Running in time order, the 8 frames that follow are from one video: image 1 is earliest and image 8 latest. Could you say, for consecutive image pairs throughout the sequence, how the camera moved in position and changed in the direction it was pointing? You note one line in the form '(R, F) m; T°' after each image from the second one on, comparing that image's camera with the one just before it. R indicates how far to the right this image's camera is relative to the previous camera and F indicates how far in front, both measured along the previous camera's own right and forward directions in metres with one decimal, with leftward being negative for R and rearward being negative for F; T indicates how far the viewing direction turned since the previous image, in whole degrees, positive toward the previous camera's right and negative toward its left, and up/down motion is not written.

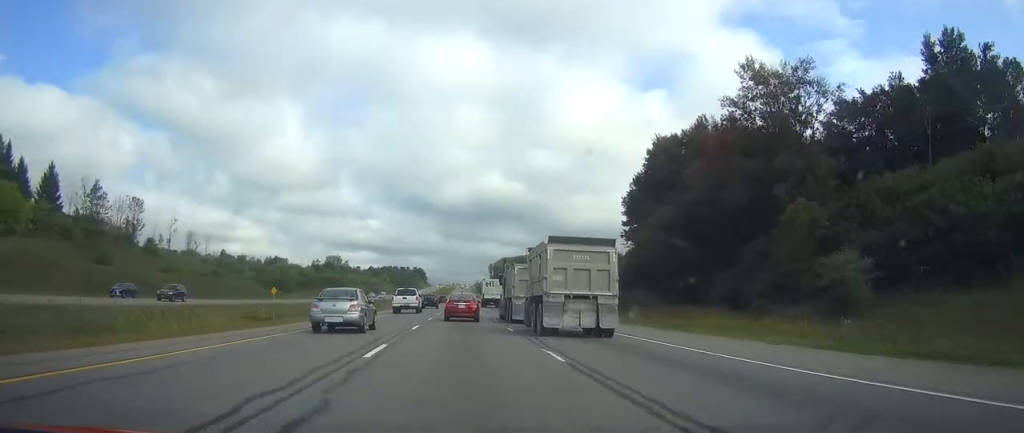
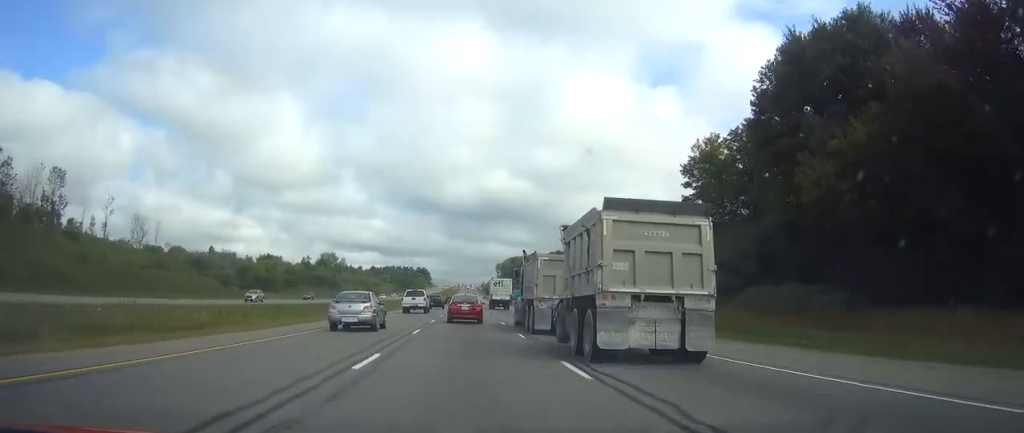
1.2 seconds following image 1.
(-0.3, +38.9) m; 0°
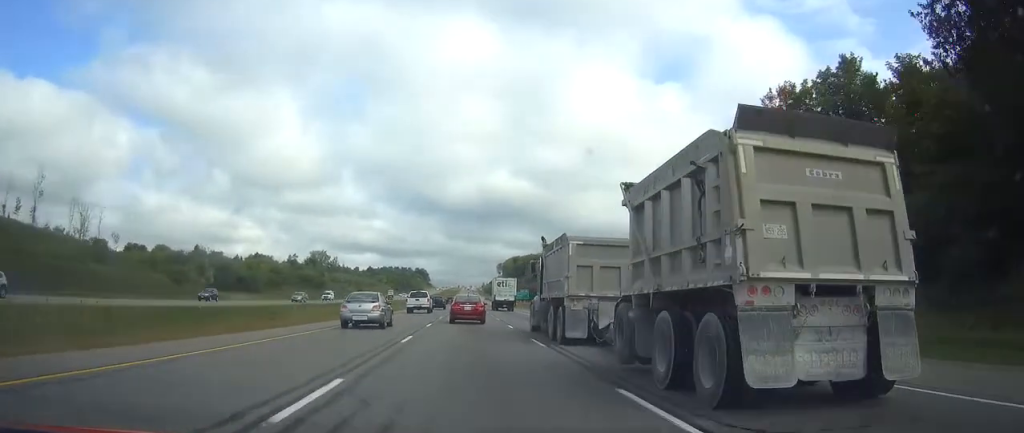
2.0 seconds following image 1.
(+0.1, +29.0) m; 0°
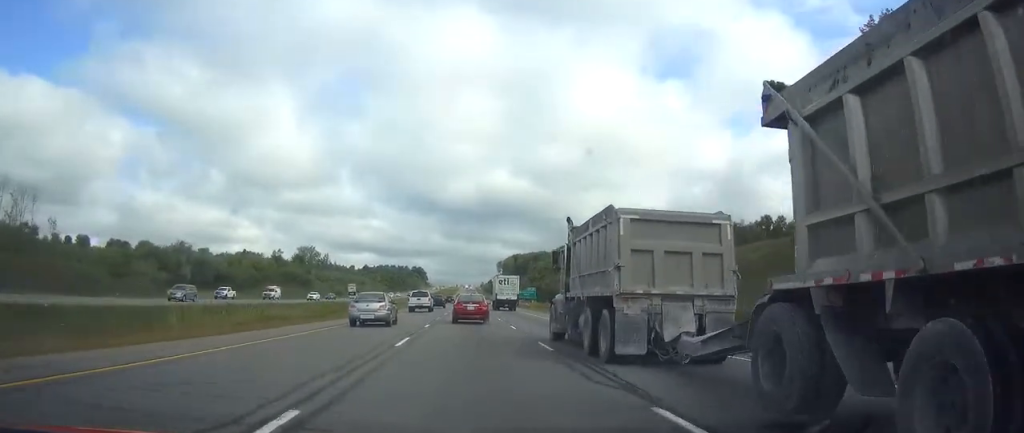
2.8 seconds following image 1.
(0.0, +25.7) m; 0°
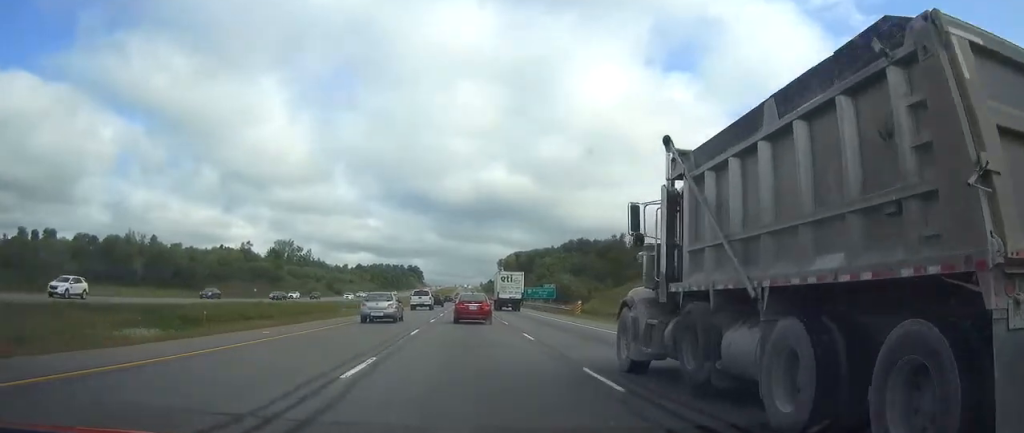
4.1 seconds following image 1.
(+0.2, +43.7) m; 0°
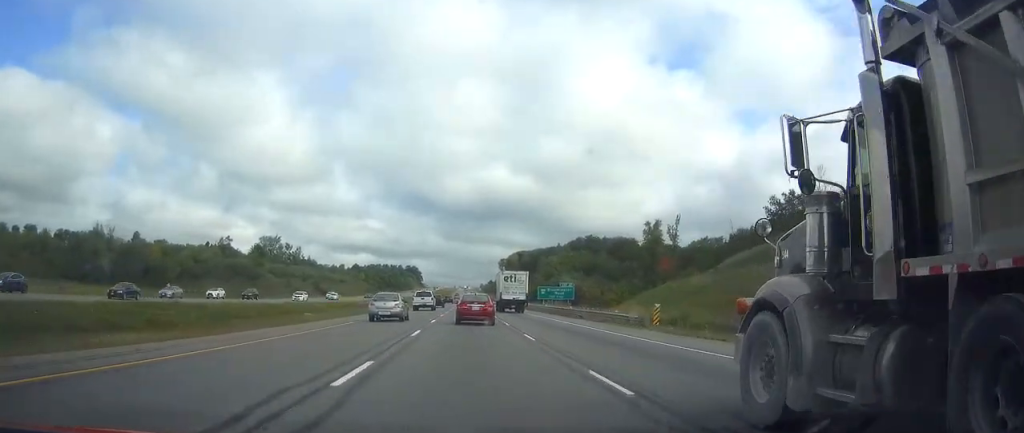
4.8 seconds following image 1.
(-0.1, +24.7) m; 0°
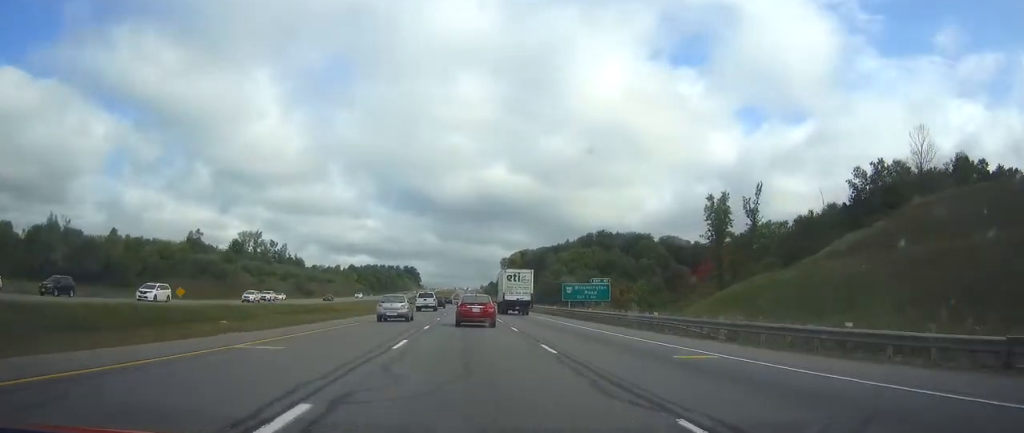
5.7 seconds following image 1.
(0.0, +29.2) m; 0°
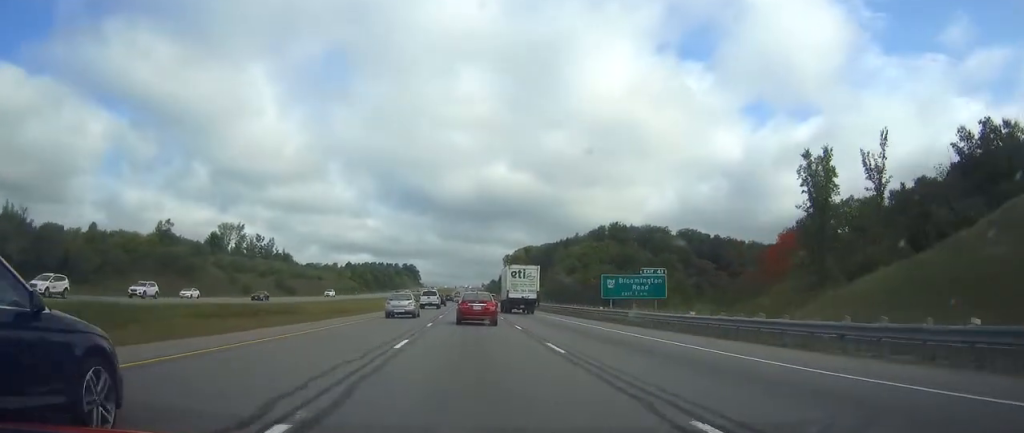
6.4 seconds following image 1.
(+0.1, +24.7) m; 0°
